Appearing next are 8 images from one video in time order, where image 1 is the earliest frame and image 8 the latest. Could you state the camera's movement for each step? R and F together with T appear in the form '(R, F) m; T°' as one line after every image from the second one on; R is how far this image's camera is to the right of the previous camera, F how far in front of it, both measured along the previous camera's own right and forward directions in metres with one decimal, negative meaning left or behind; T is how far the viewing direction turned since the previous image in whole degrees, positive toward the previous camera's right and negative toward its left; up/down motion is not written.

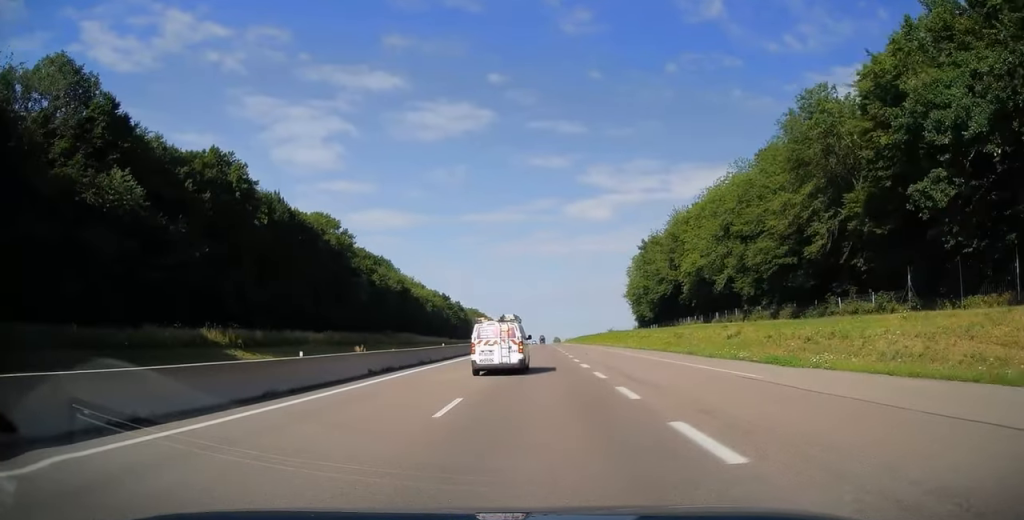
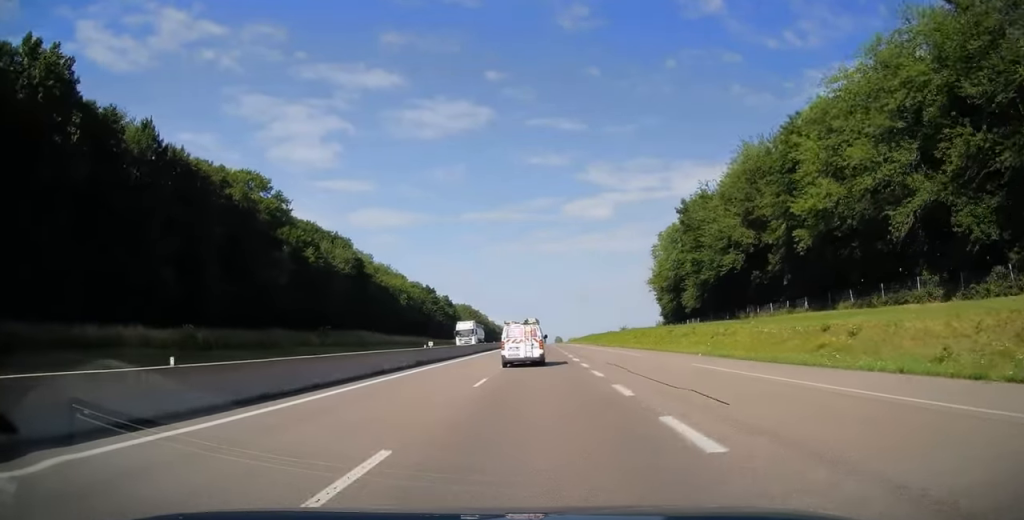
(0.0, +31.9) m; 0°
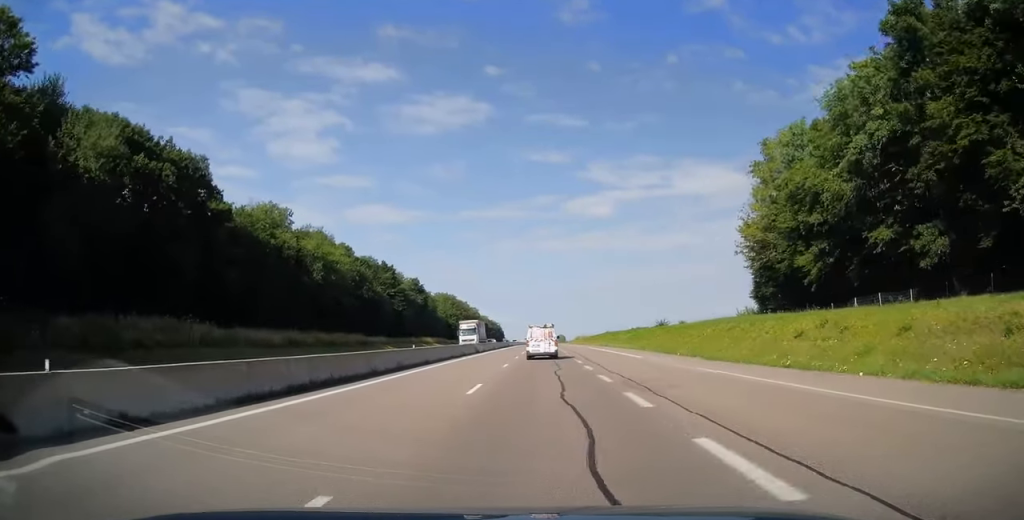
(0.0, +53.9) m; 0°
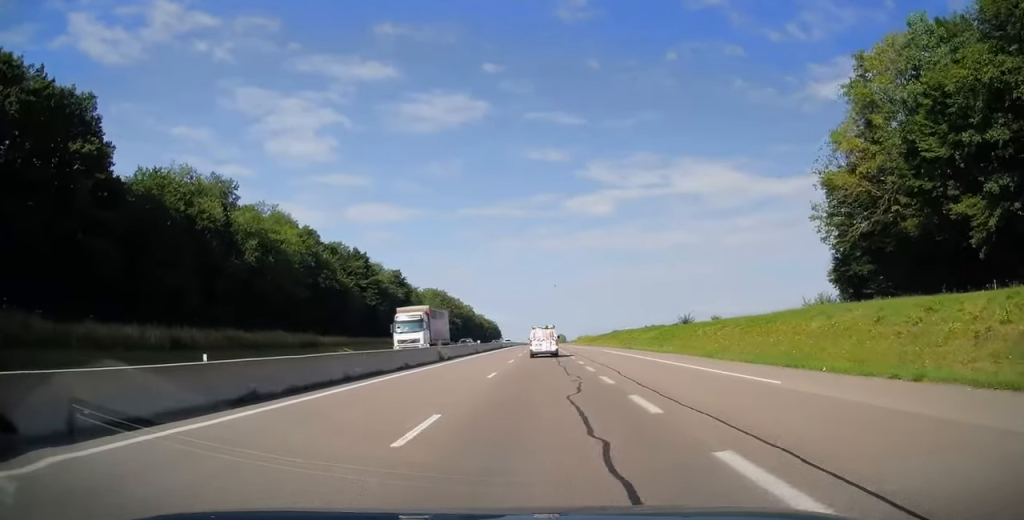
(0.0, +20.4) m; 0°
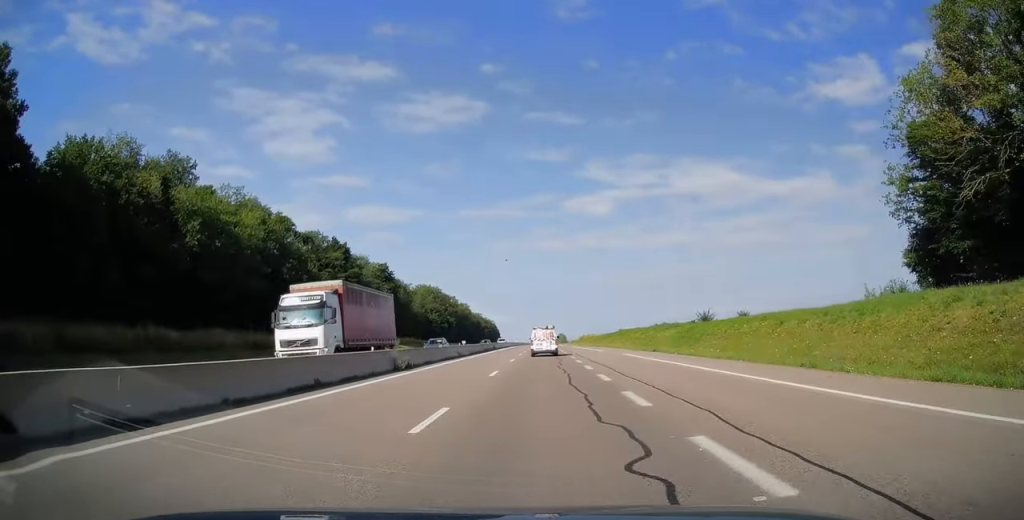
(0.0, +12.0) m; 0°
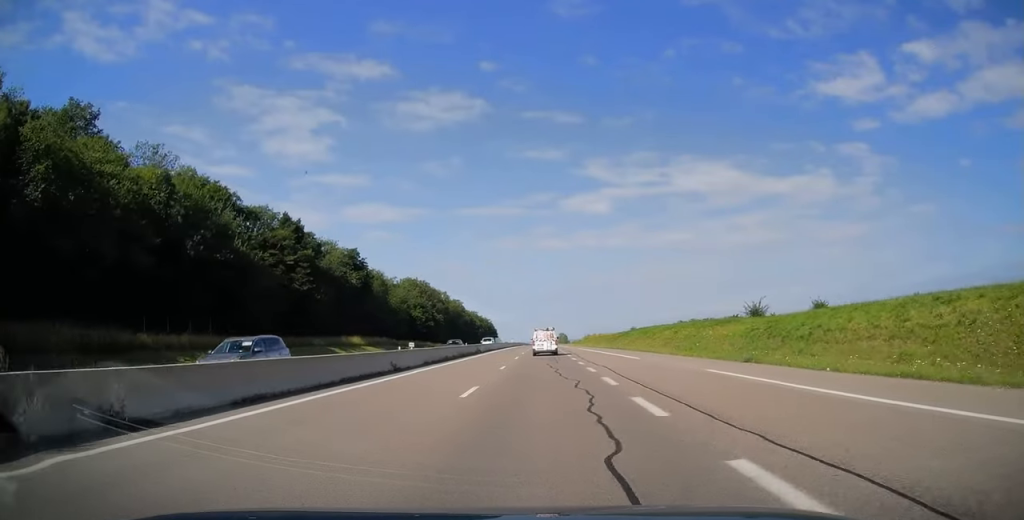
(0.0, +20.9) m; 0°
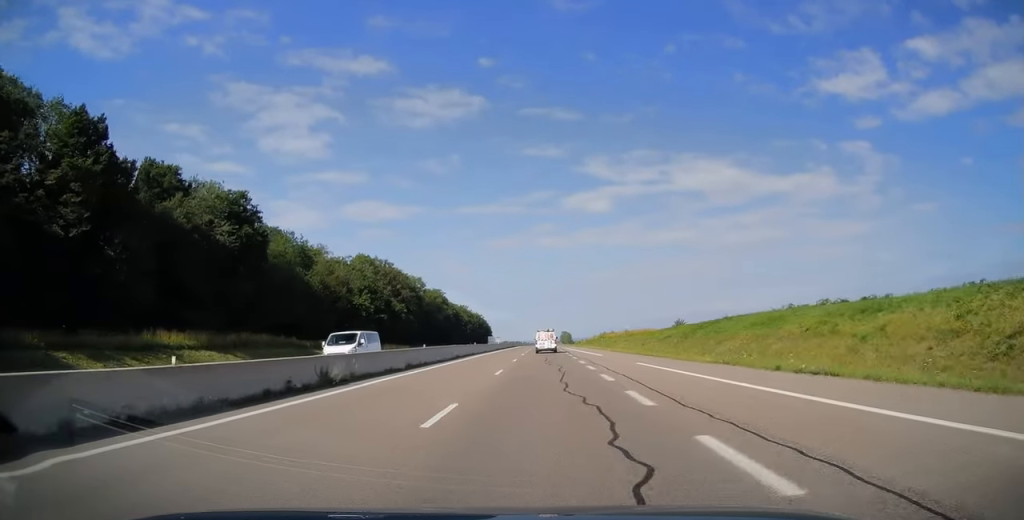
(0.0, +43.9) m; 0°
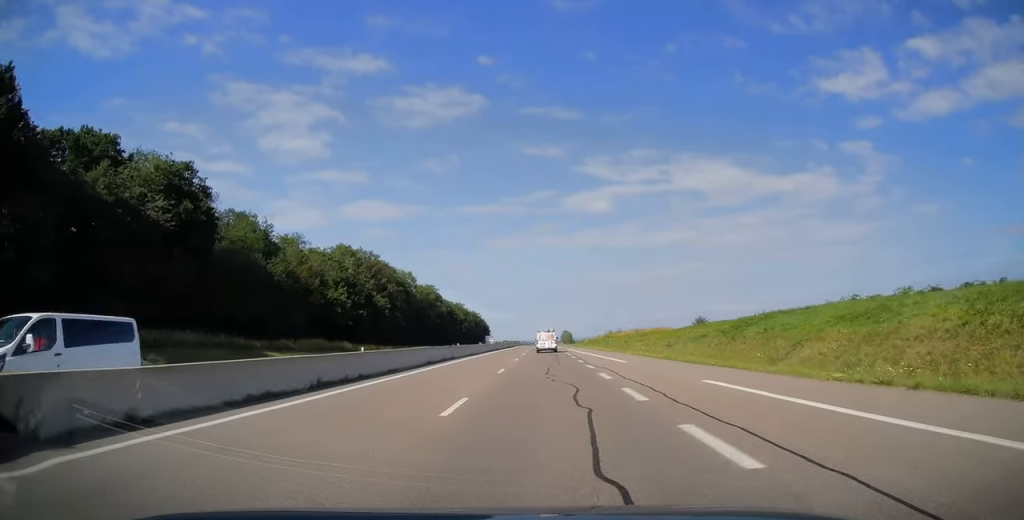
(0.0, +12.0) m; 0°
